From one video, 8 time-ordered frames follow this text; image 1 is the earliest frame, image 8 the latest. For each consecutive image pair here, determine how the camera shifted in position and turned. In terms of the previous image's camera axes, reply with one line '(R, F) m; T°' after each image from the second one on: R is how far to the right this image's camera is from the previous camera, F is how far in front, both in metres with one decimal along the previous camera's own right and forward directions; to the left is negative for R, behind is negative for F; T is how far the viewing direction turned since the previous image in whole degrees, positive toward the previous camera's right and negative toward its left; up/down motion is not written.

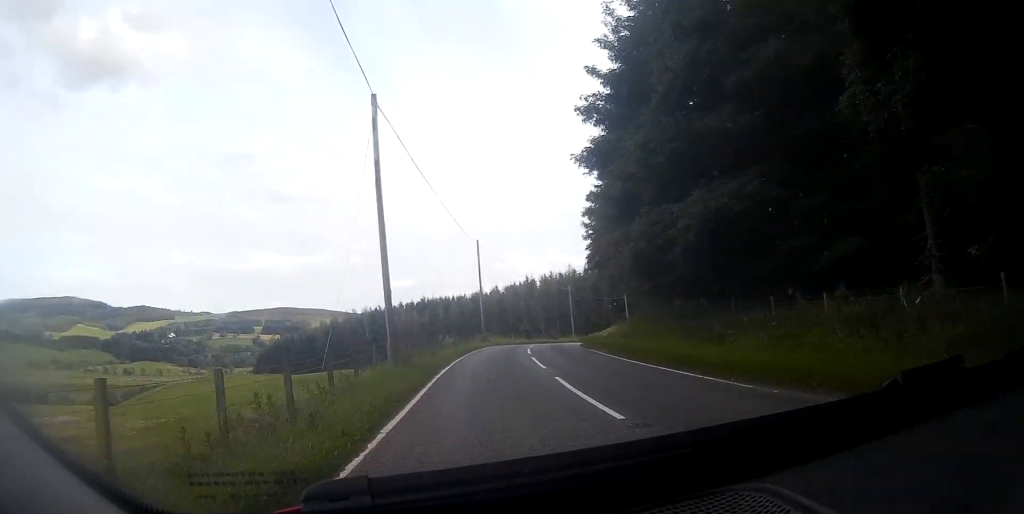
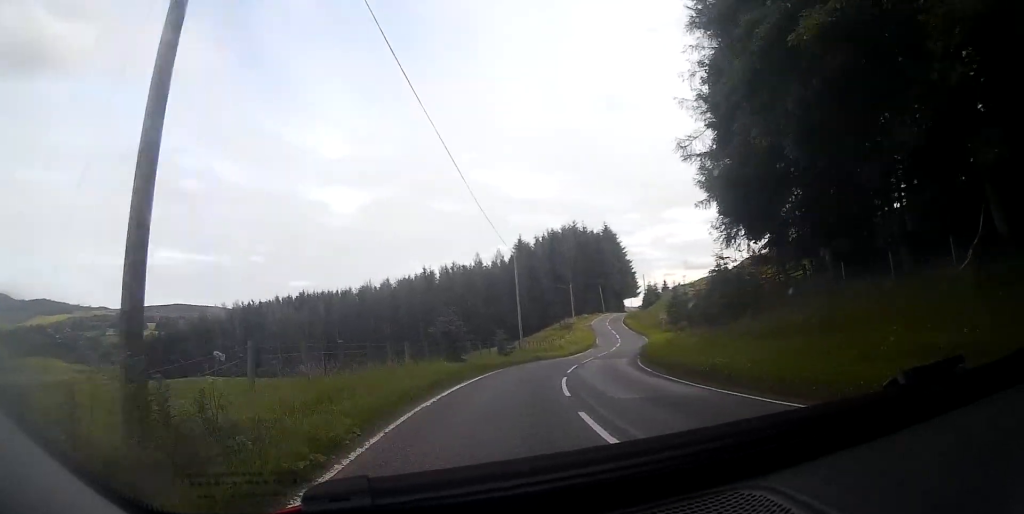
(+1.4, +39.8) m; +7°
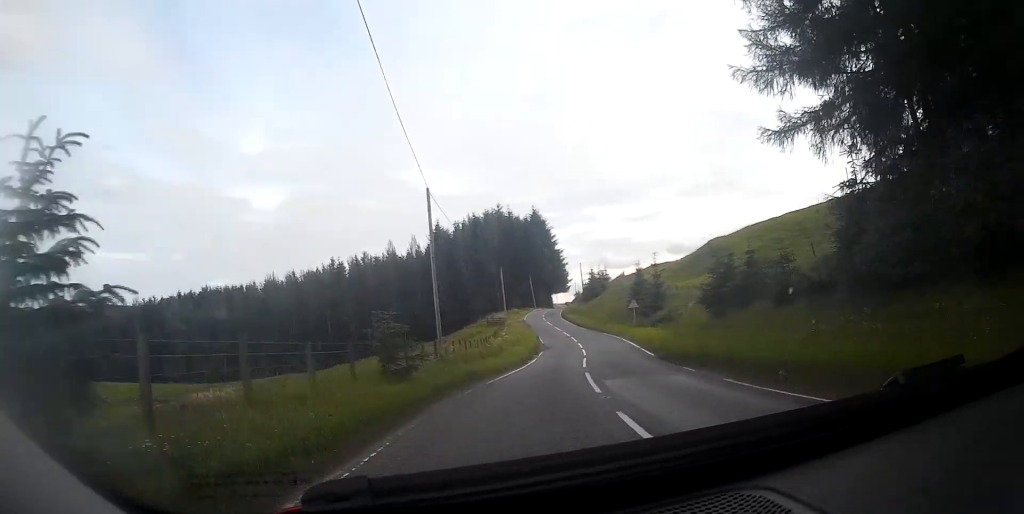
(+0.8, +18.4) m; +6°
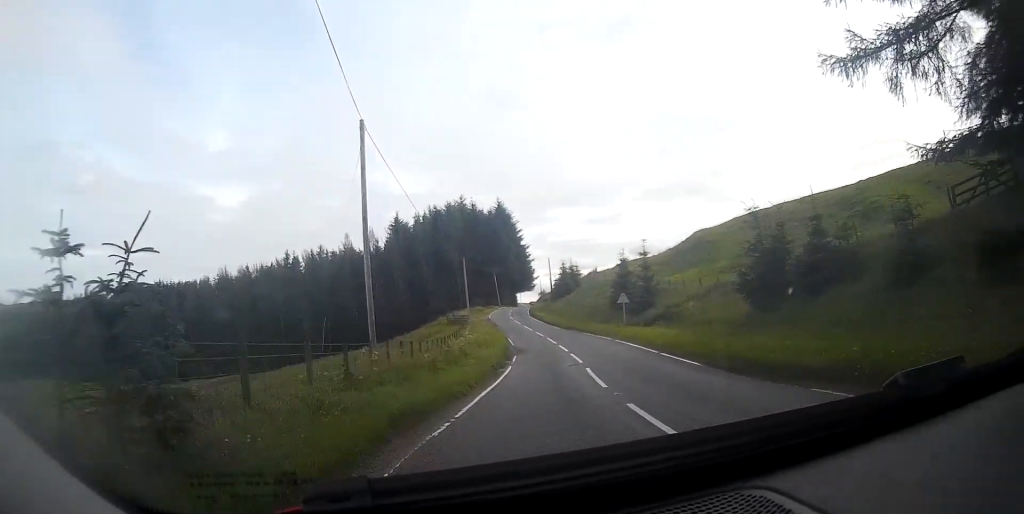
(+0.4, +8.2) m; +3°
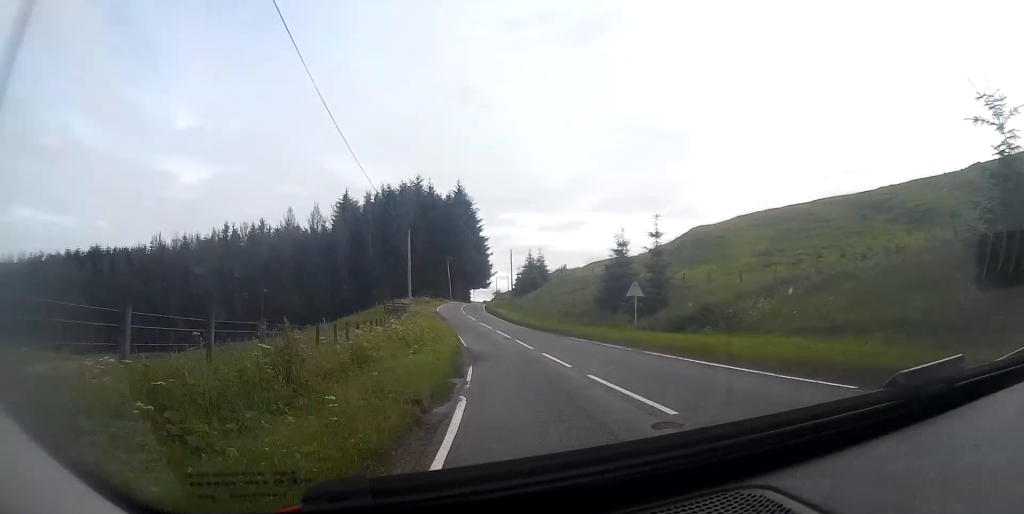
(+0.6, +13.3) m; +5°
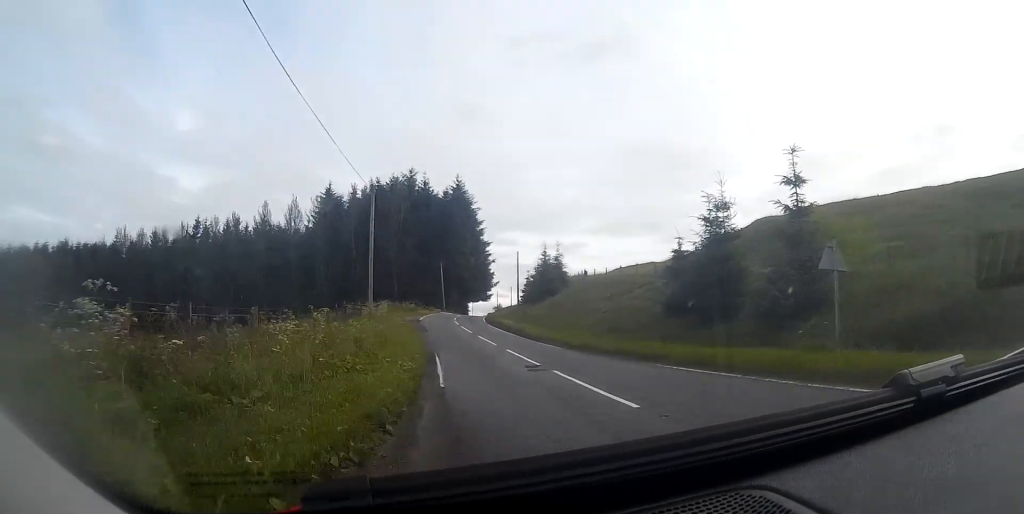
(+0.7, +15.9) m; +2°
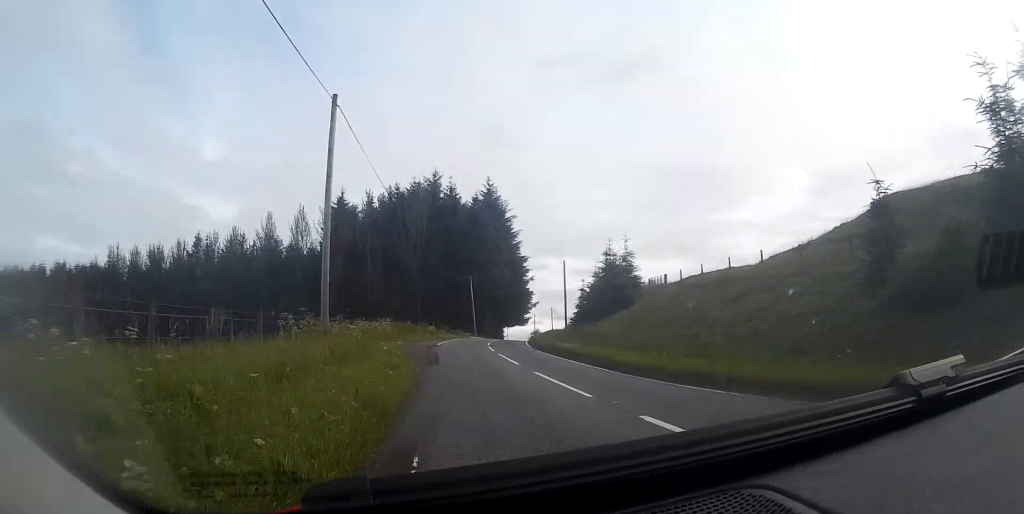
(-0.1, +14.5) m; -1°
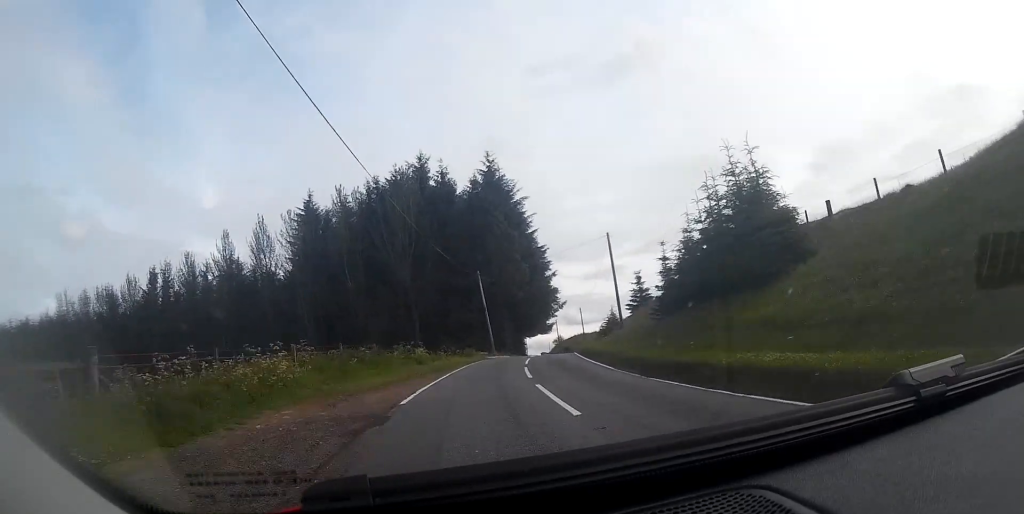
(-0.3, +20.2) m; -1°
